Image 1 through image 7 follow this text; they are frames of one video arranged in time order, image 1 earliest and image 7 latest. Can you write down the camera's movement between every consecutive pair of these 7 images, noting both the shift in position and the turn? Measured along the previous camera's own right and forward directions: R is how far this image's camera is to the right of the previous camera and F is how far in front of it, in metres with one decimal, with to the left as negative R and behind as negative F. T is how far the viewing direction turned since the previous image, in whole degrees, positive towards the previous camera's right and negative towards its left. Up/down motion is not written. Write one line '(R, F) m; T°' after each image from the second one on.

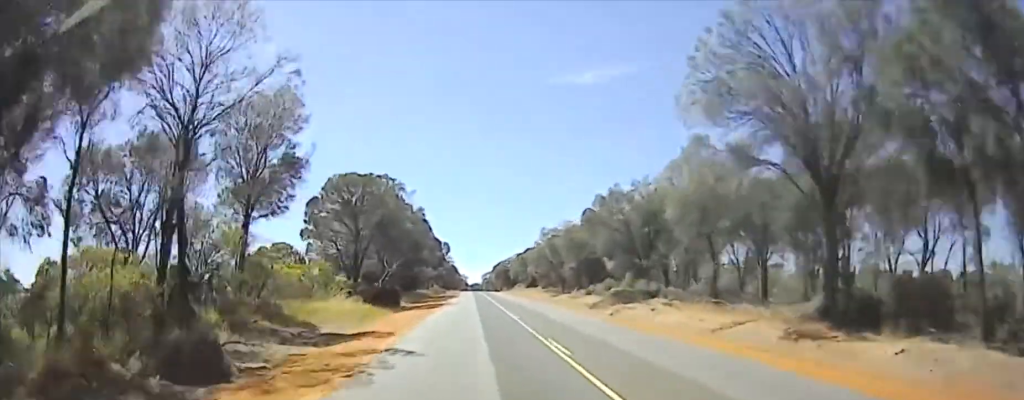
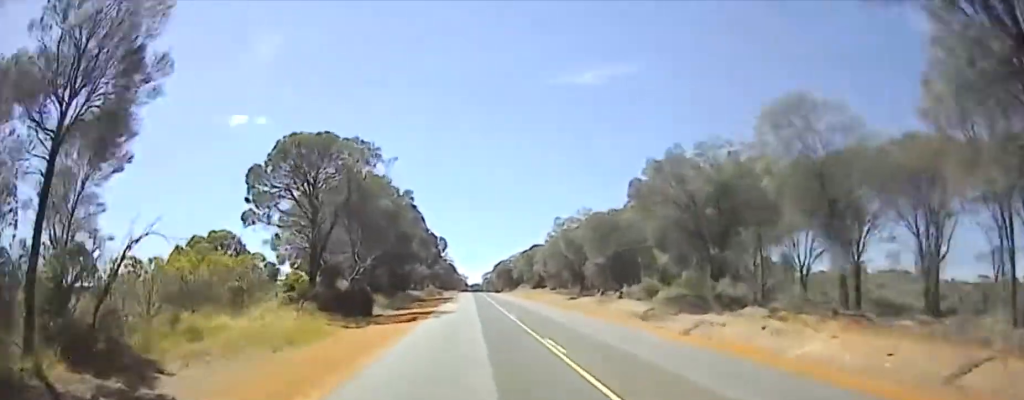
(+0.2, +12.6) m; -1°
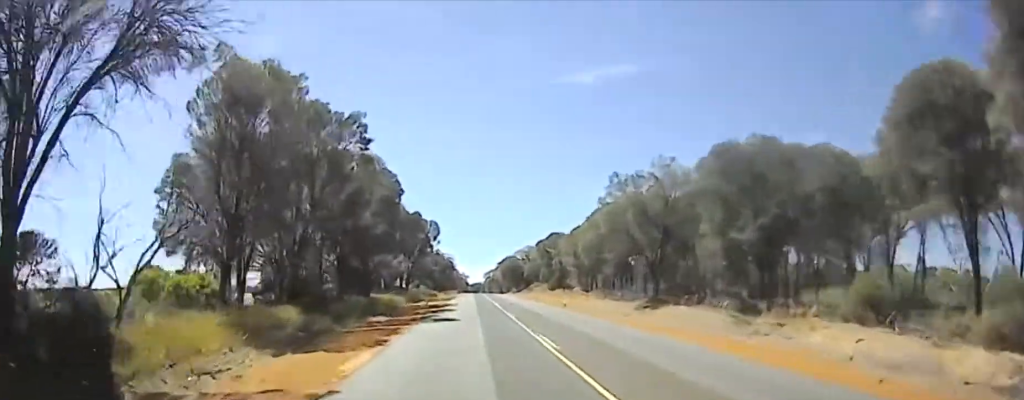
(-0.5, +23.4) m; -1°
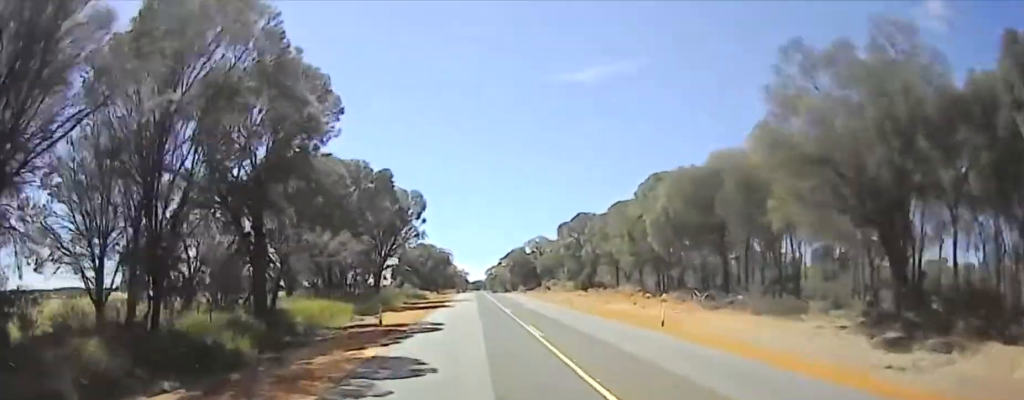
(-0.2, +19.8) m; 0°
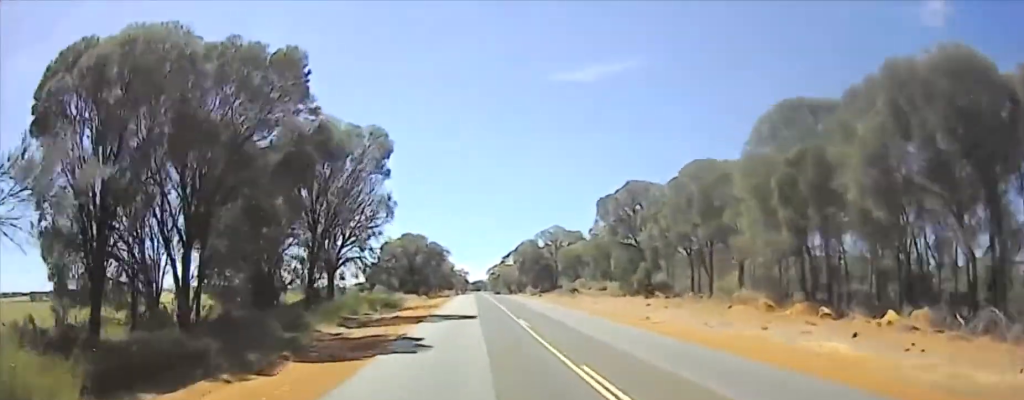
(0.0, +17.3) m; +1°
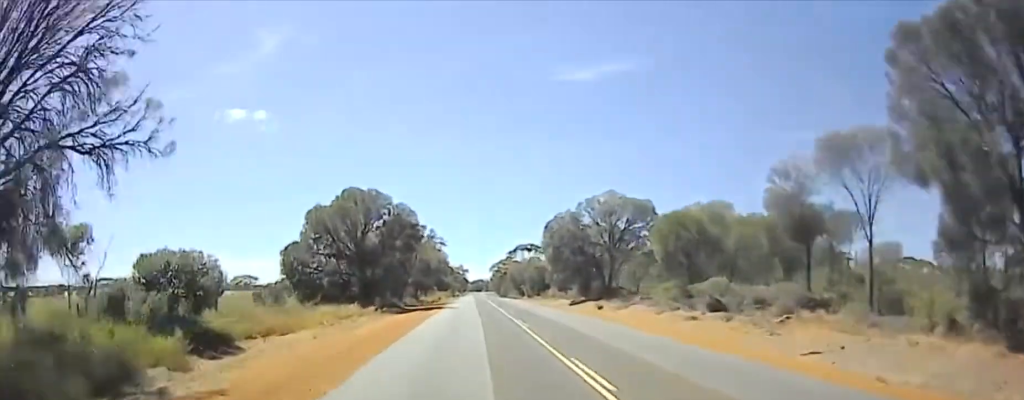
(+0.6, +26.3) m; +2°
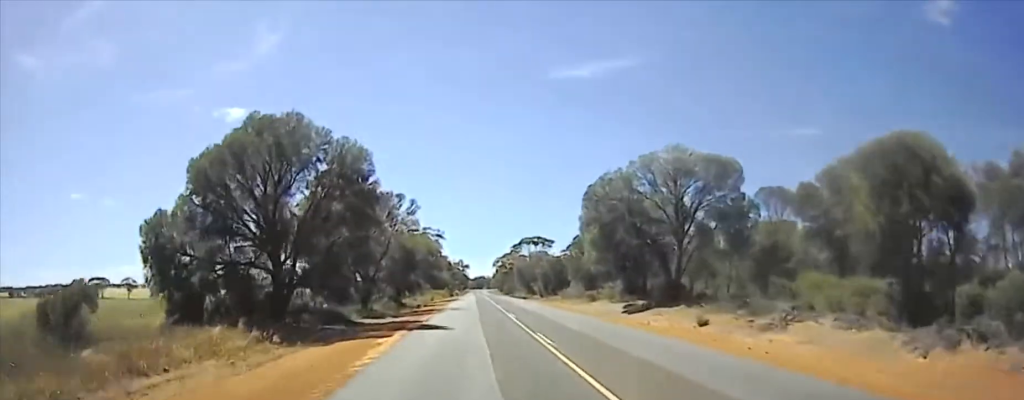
(+0.1, +15.3) m; 0°
